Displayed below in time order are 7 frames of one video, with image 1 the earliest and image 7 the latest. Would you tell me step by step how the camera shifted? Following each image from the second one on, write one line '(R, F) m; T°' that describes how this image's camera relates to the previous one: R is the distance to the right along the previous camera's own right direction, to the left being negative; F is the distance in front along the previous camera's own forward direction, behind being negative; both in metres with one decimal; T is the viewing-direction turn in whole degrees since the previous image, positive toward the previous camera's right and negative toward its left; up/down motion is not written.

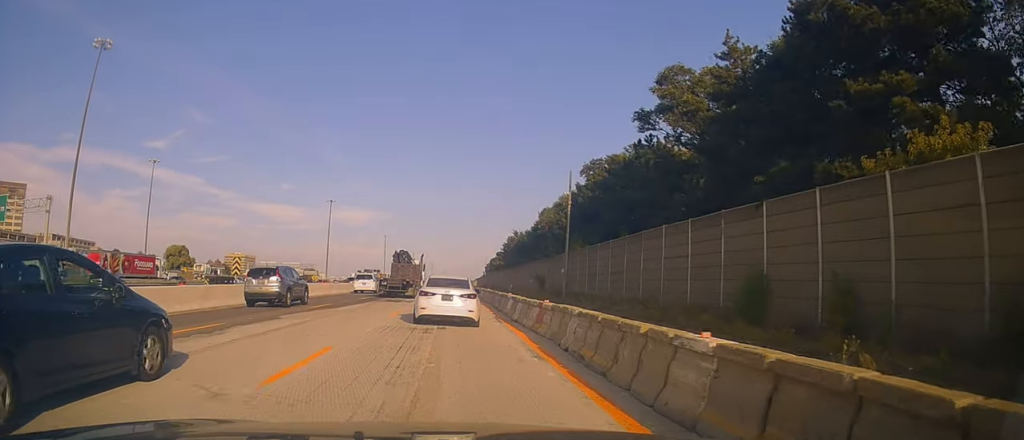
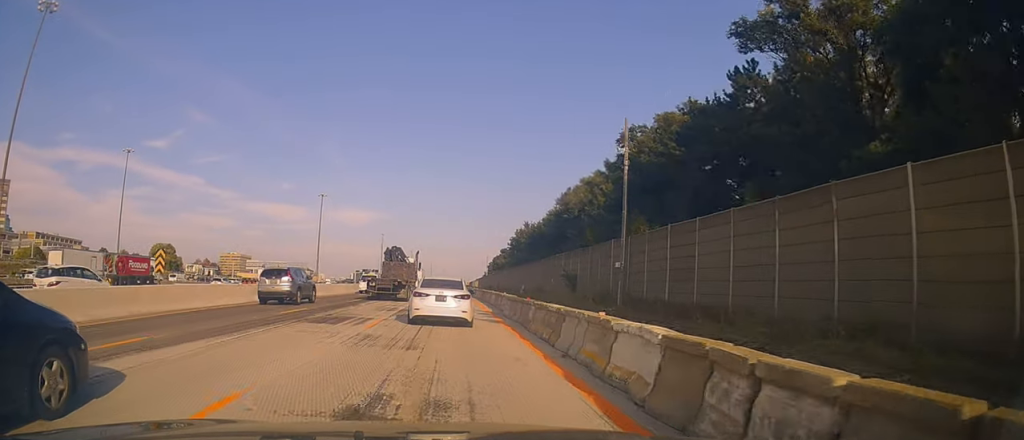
(+0.1, +16.5) m; +4°
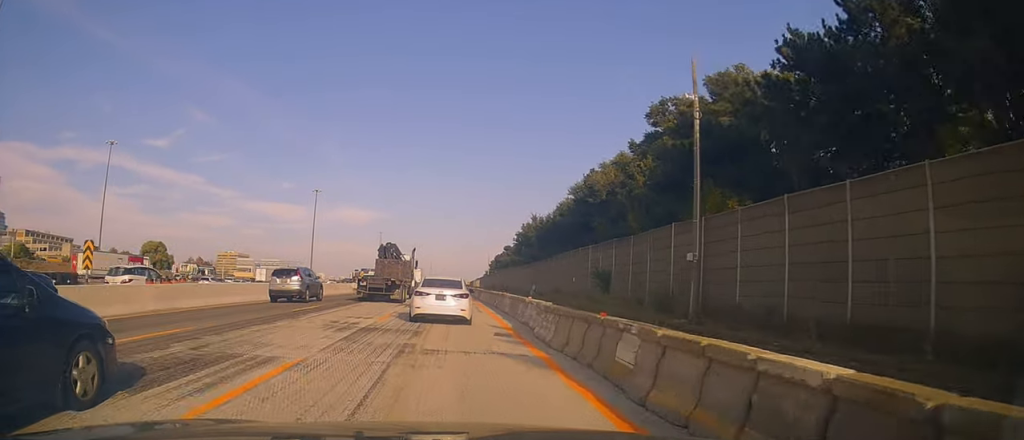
(+0.4, +9.9) m; -1°
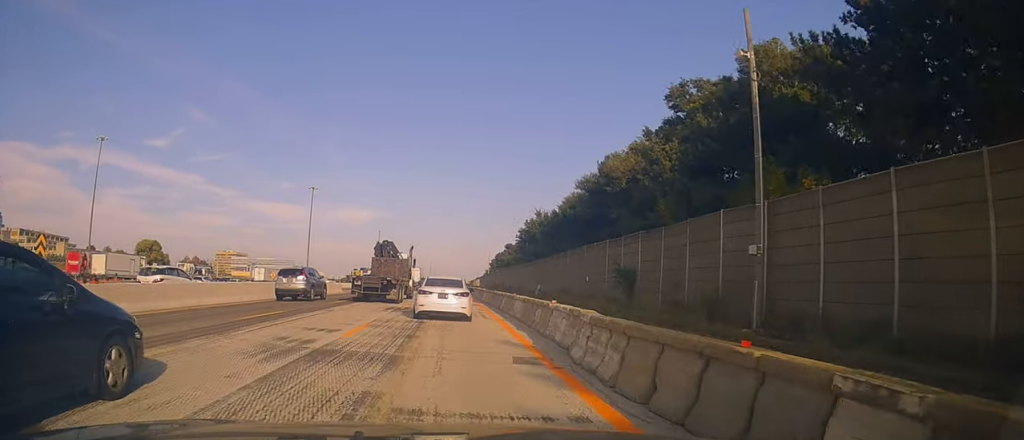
(-0.3, +5.0) m; -2°
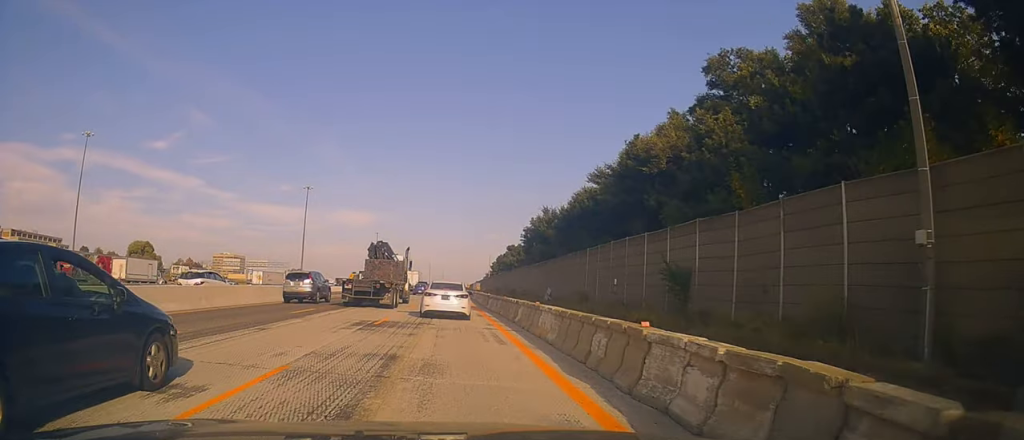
(-0.1, +7.5) m; -1°
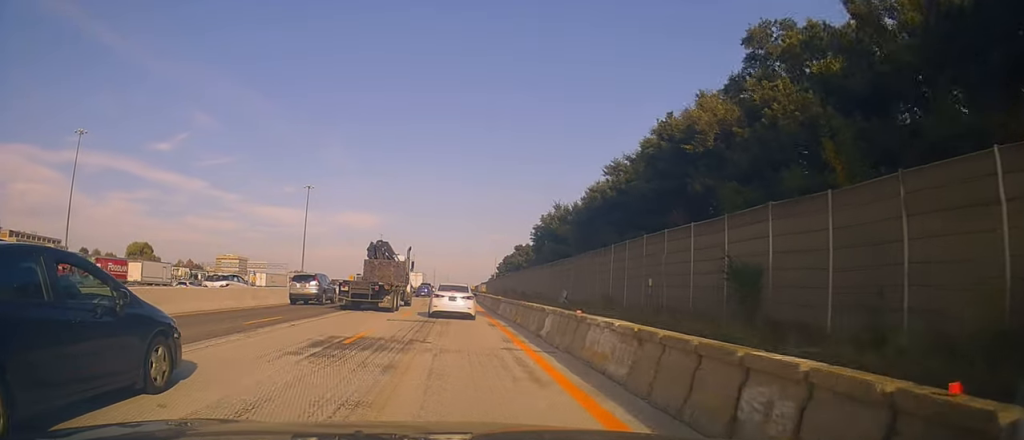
(0.0, +5.0) m; 0°
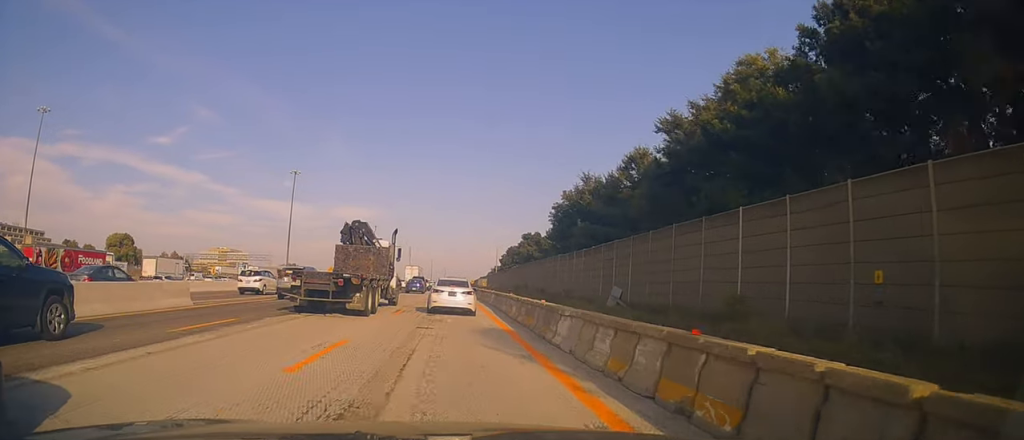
(0.0, +14.8) m; 0°
